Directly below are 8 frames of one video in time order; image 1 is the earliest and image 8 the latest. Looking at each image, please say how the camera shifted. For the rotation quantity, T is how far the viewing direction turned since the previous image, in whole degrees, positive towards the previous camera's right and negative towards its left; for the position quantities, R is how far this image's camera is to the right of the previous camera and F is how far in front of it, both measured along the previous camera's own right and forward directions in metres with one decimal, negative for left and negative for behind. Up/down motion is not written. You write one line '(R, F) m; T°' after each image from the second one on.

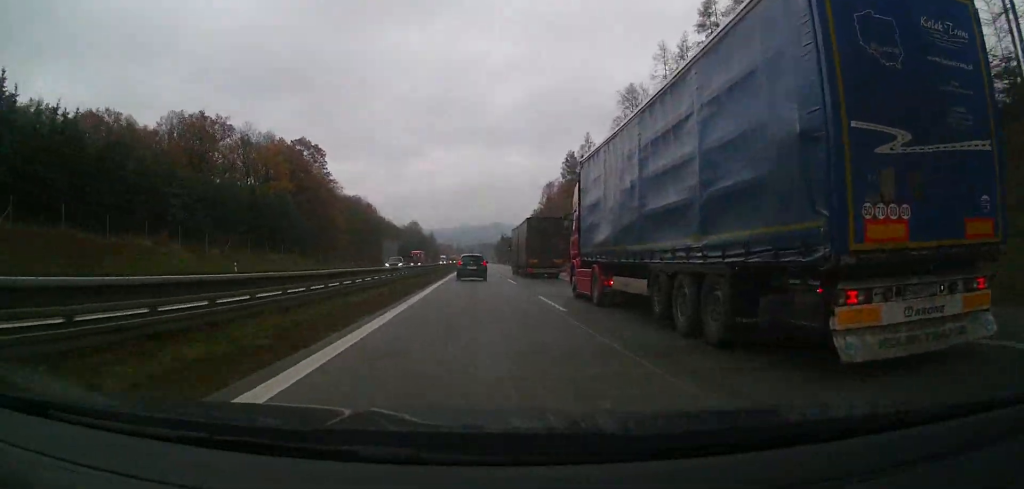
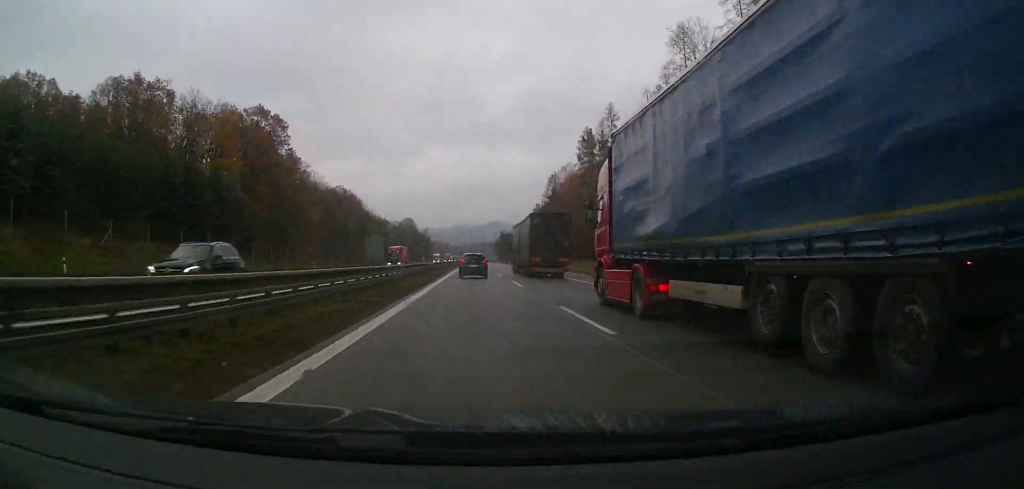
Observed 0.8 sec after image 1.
(0.0, +22.5) m; 0°
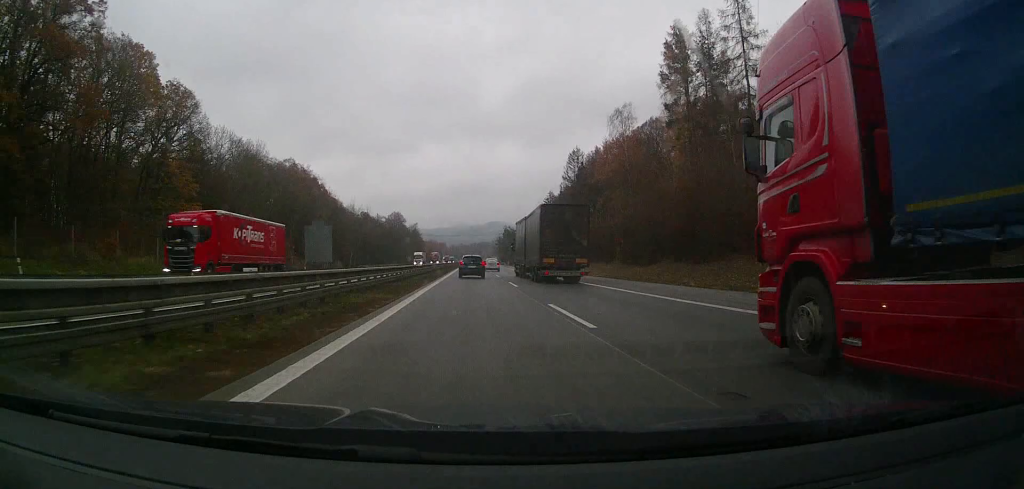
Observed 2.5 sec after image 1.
(+0.3, +51.1) m; 0°
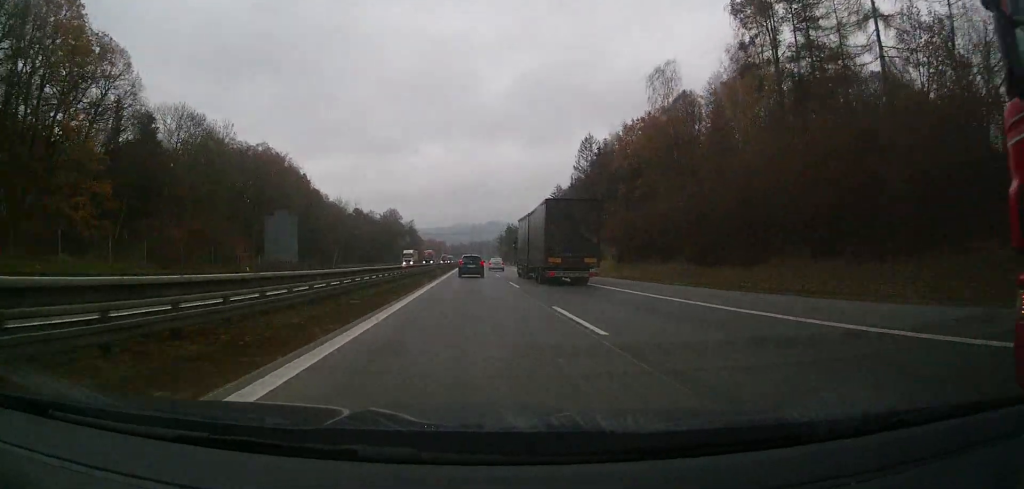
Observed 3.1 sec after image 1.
(-0.1, +18.6) m; 0°
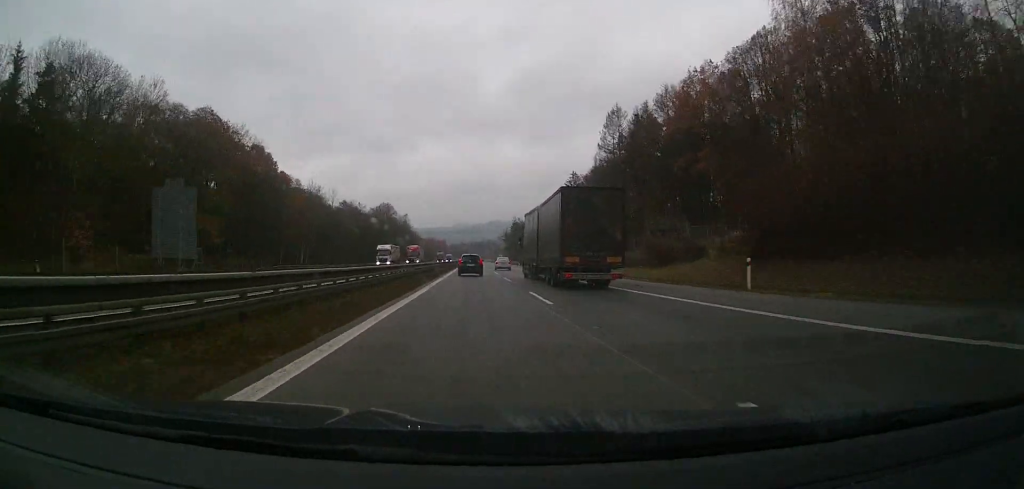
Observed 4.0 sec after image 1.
(-0.1, +28.2) m; 0°
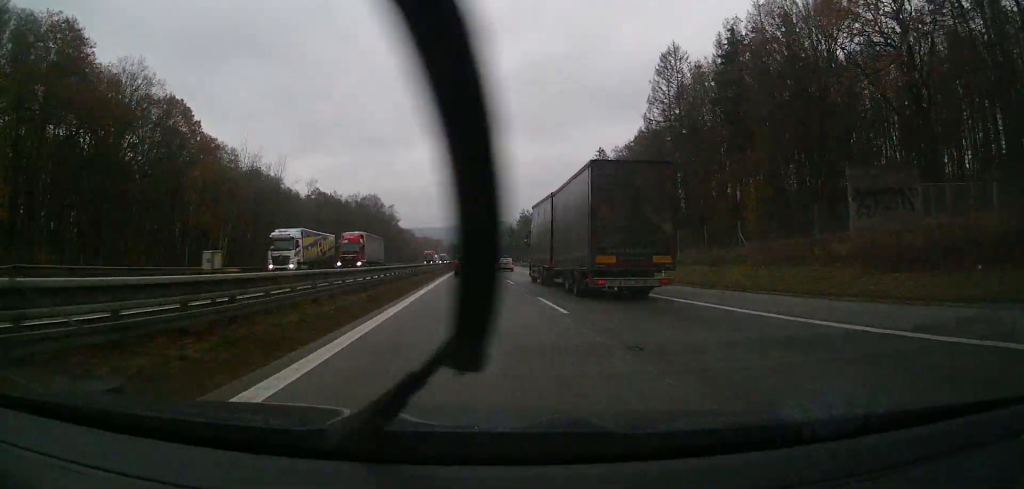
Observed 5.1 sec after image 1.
(+0.5, +37.4) m; +1°
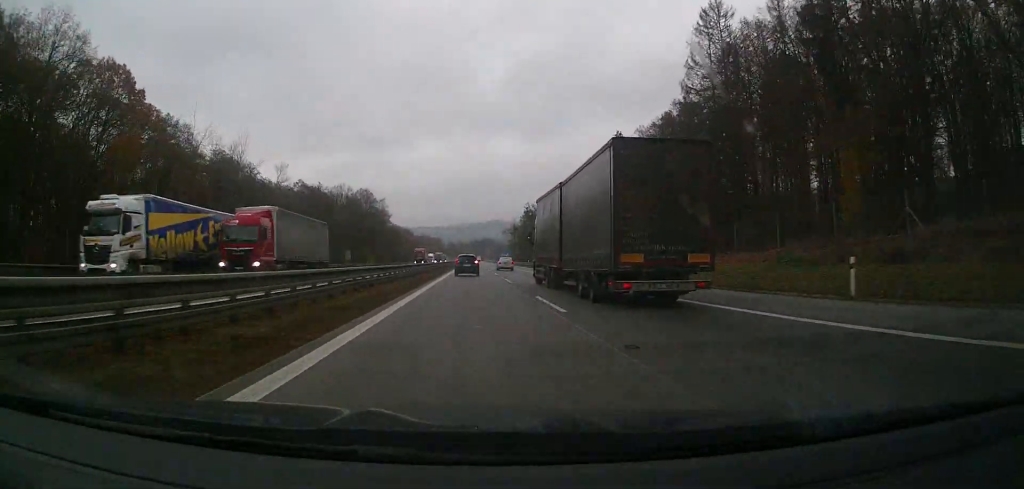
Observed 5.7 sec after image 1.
(+0.1, +17.4) m; 0°
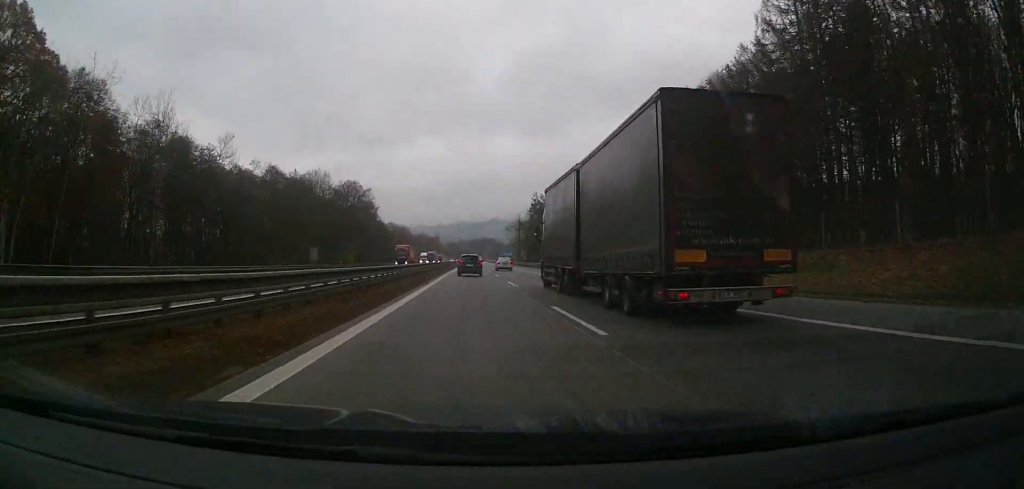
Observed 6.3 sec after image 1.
(-0.3, +22.0) m; 0°
